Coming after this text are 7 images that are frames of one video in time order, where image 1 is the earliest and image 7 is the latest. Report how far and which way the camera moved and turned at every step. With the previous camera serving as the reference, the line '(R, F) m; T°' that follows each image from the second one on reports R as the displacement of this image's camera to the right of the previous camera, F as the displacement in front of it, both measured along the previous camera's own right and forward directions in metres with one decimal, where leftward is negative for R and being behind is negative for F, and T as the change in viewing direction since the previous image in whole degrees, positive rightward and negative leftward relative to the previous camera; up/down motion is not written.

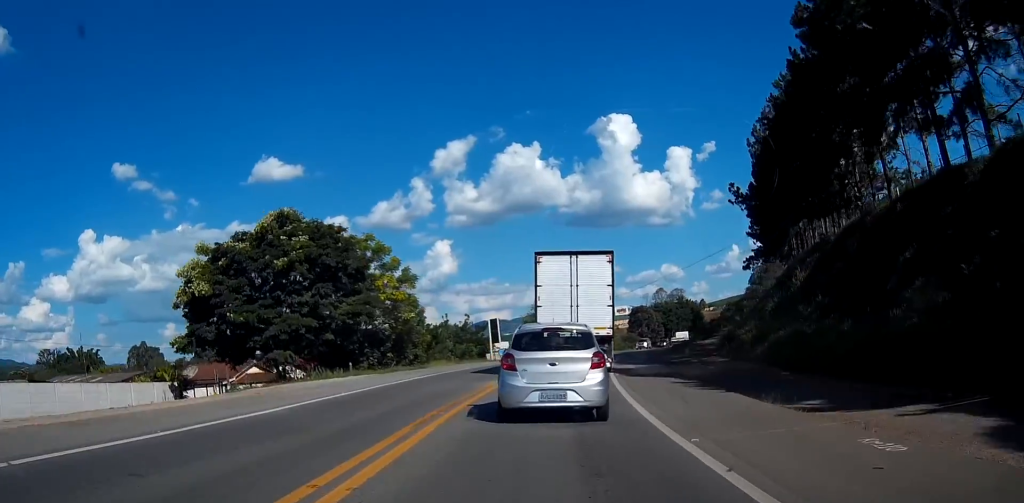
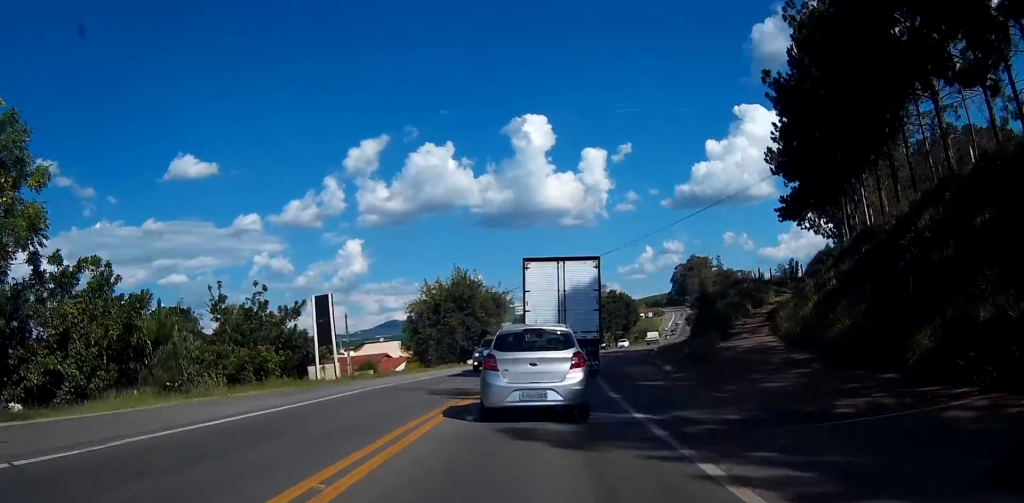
(+1.9, +31.4) m; +8°
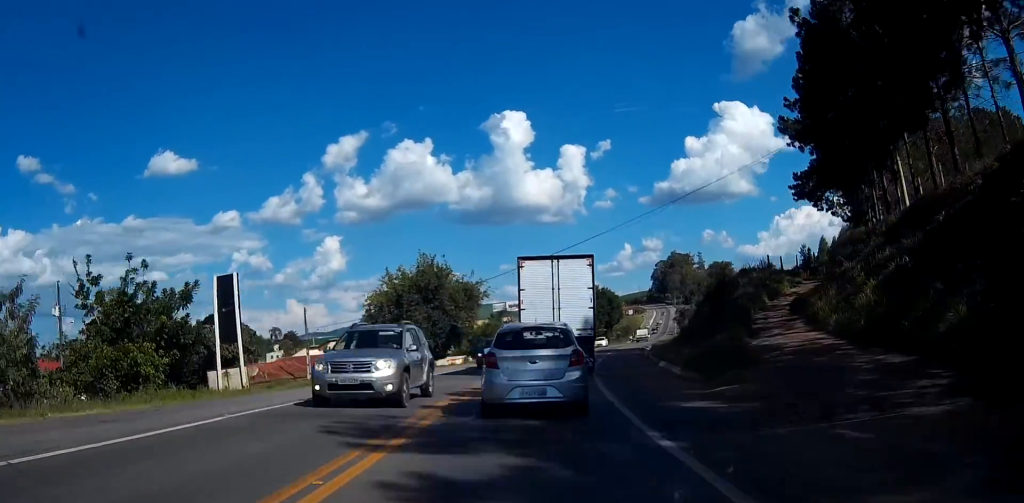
(+0.2, +8.1) m; +2°
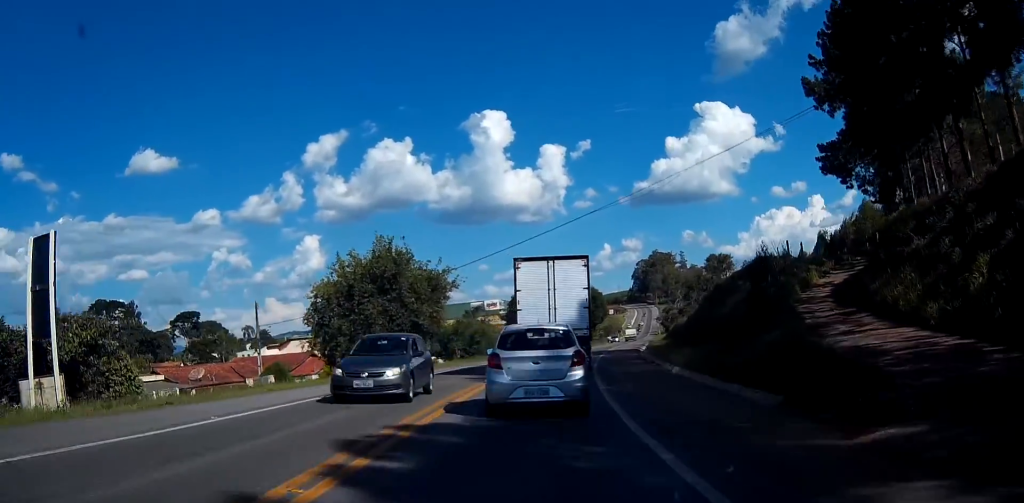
(+0.1, +8.7) m; +2°
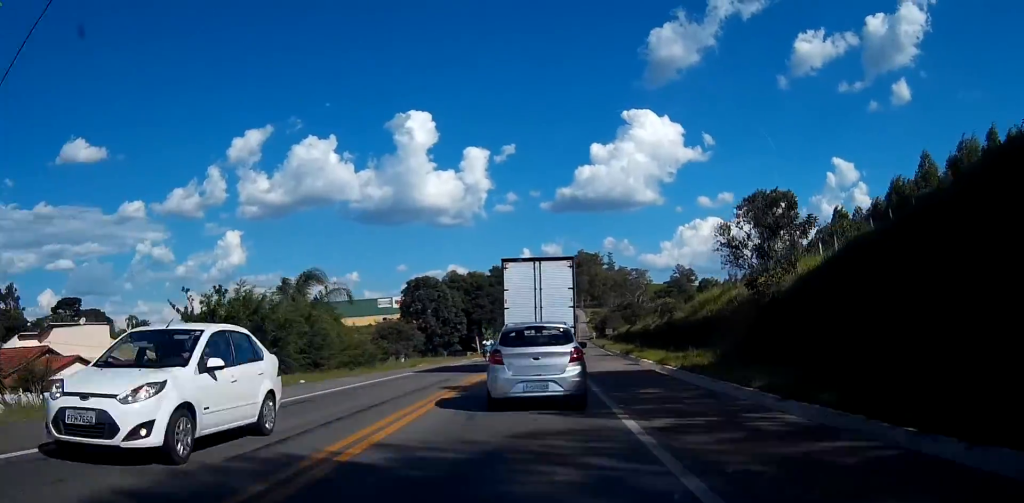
(+1.9, +38.1) m; +5°
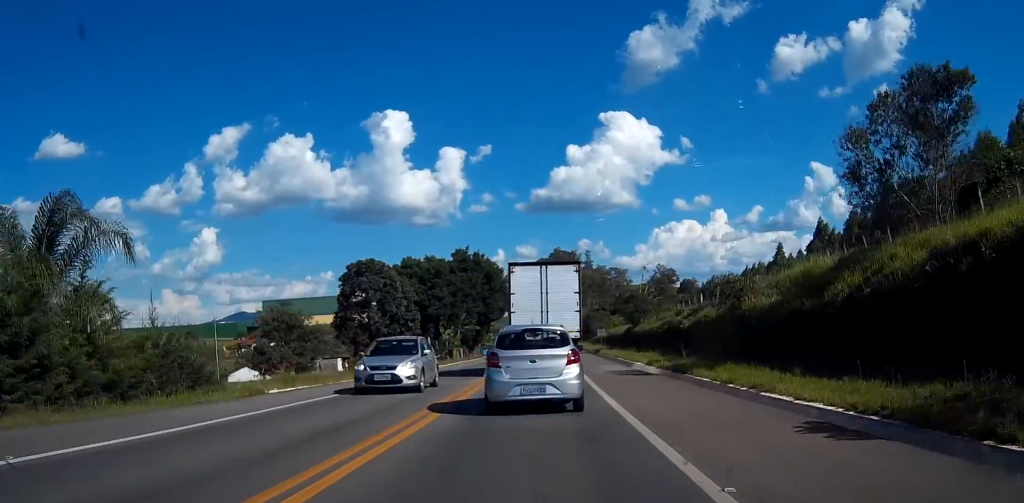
(+0.6, +22.4) m; +2°
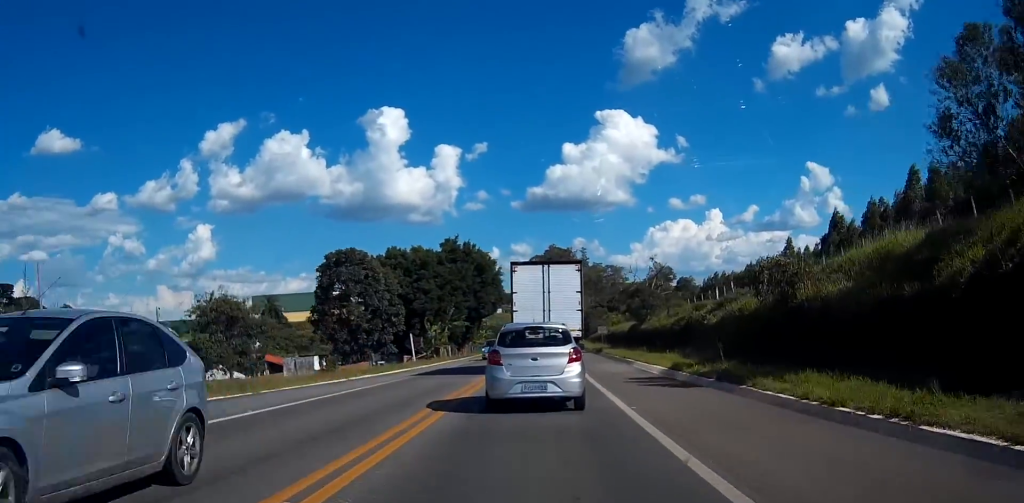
(0.0, +7.1) m; 0°
